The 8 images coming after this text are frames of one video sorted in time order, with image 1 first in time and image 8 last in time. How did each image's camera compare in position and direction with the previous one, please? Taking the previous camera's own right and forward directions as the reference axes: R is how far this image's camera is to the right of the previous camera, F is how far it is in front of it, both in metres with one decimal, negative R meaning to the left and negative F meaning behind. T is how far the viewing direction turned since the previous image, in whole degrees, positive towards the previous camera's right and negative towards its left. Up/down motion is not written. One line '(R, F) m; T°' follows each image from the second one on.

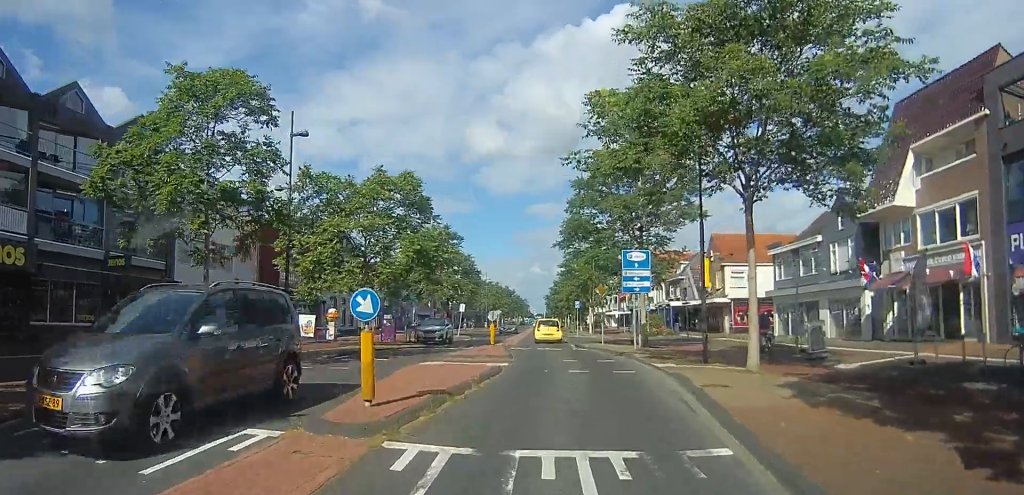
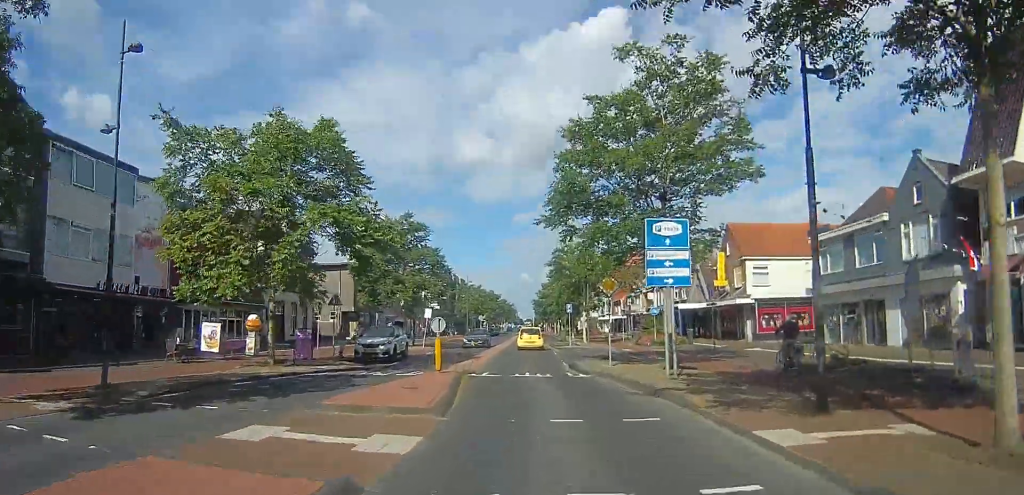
(-0.3, +7.7) m; -3°
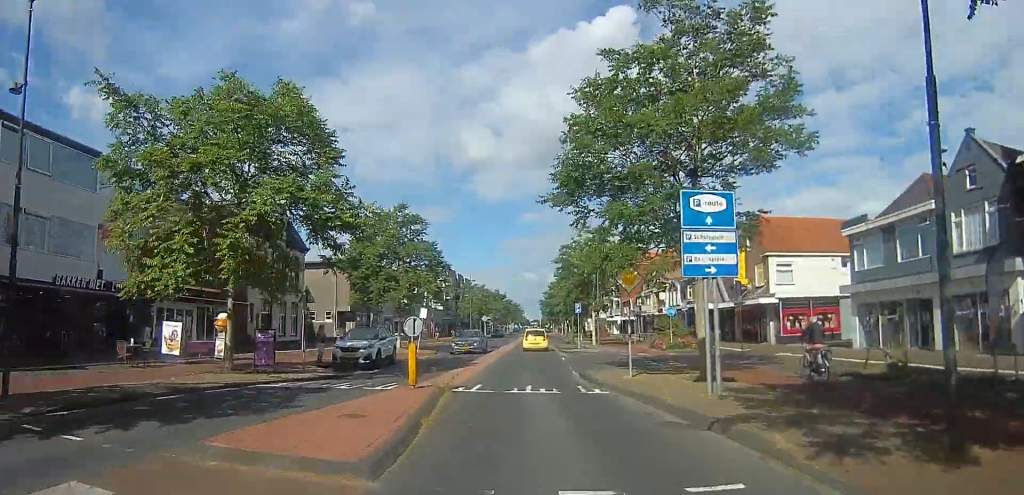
(-0.1, +2.9) m; 0°
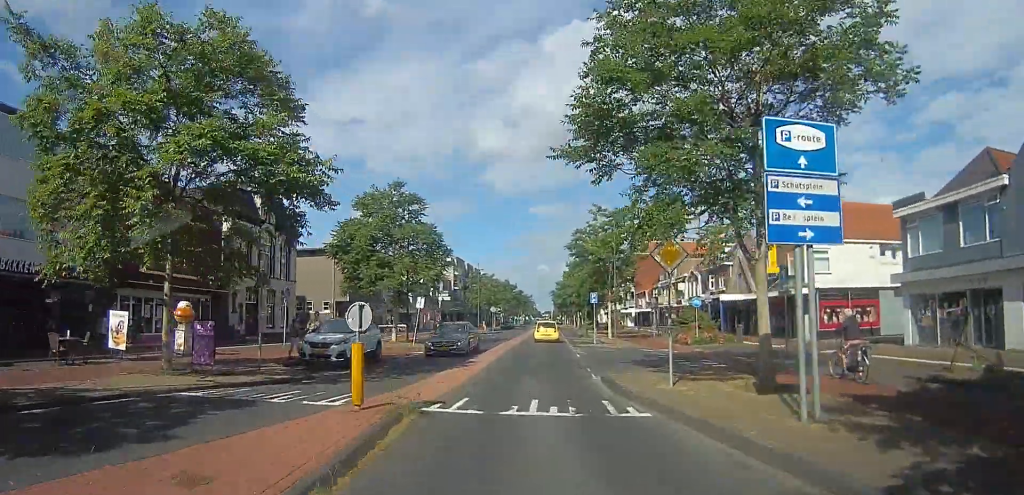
(-0.1, +3.4) m; +3°
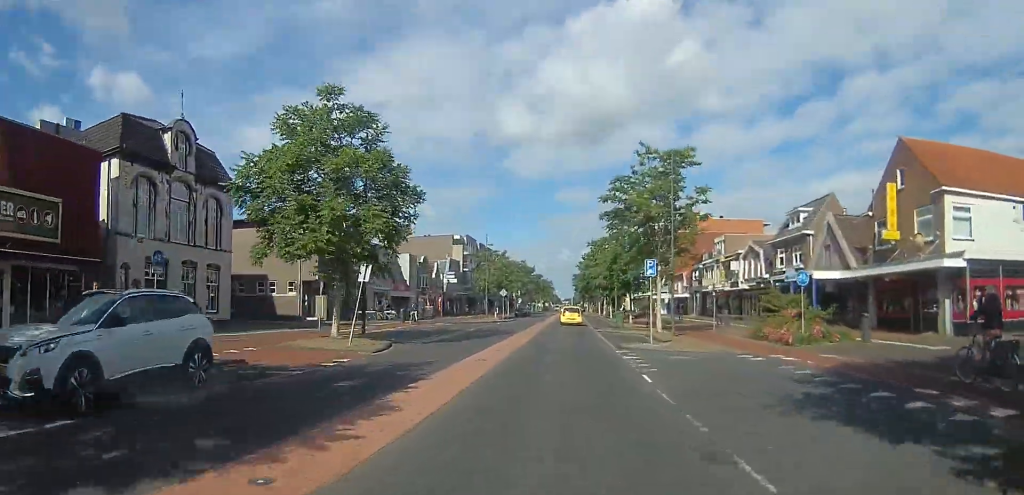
(+0.5, +11.4) m; -4°
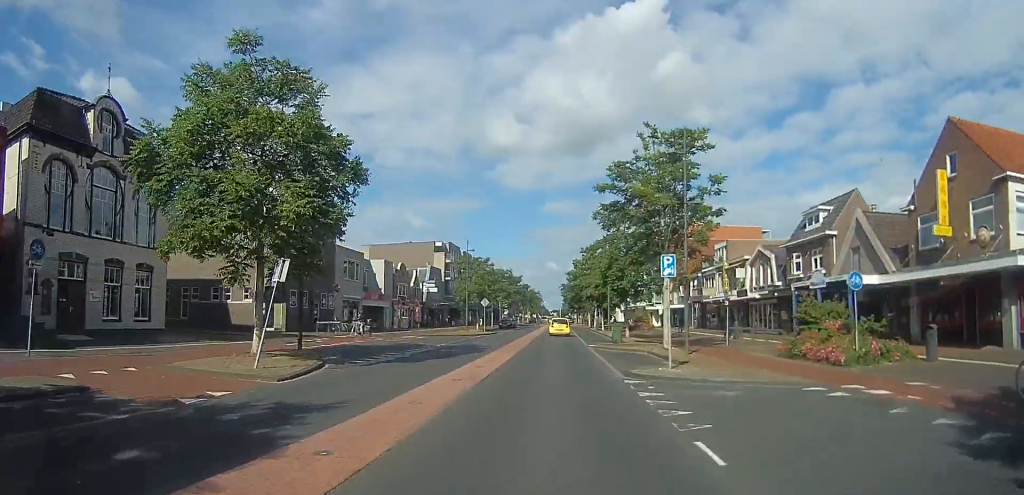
(-0.9, +4.8) m; 0°
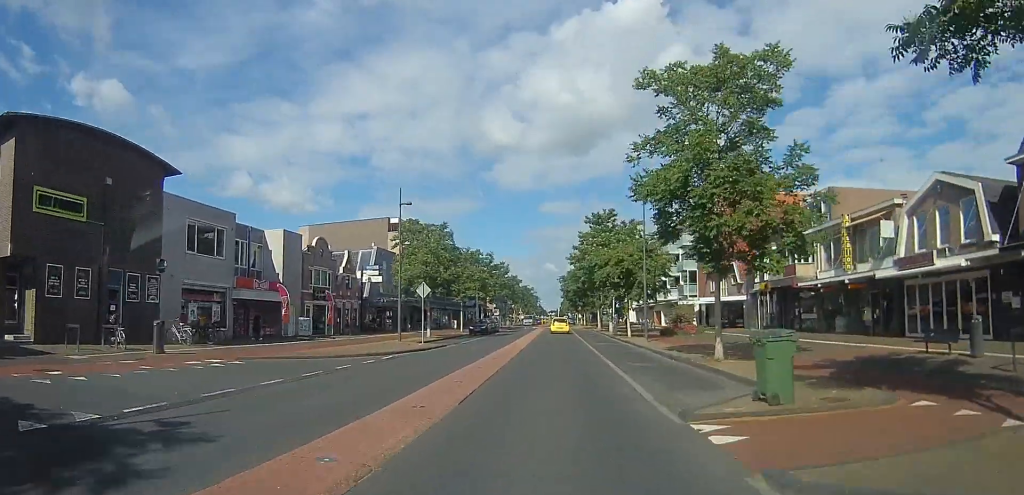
(+0.6, +21.3) m; +5°
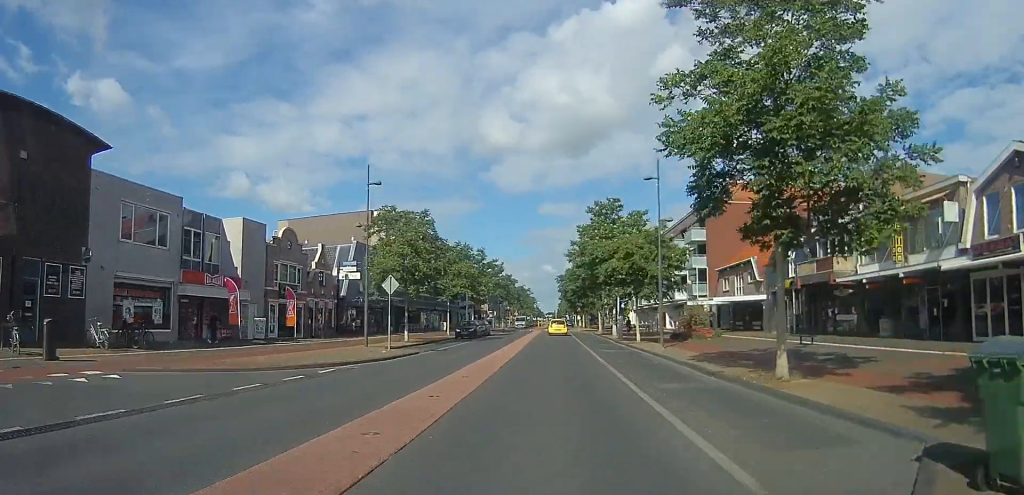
(+0.5, +4.9) m; +5°
